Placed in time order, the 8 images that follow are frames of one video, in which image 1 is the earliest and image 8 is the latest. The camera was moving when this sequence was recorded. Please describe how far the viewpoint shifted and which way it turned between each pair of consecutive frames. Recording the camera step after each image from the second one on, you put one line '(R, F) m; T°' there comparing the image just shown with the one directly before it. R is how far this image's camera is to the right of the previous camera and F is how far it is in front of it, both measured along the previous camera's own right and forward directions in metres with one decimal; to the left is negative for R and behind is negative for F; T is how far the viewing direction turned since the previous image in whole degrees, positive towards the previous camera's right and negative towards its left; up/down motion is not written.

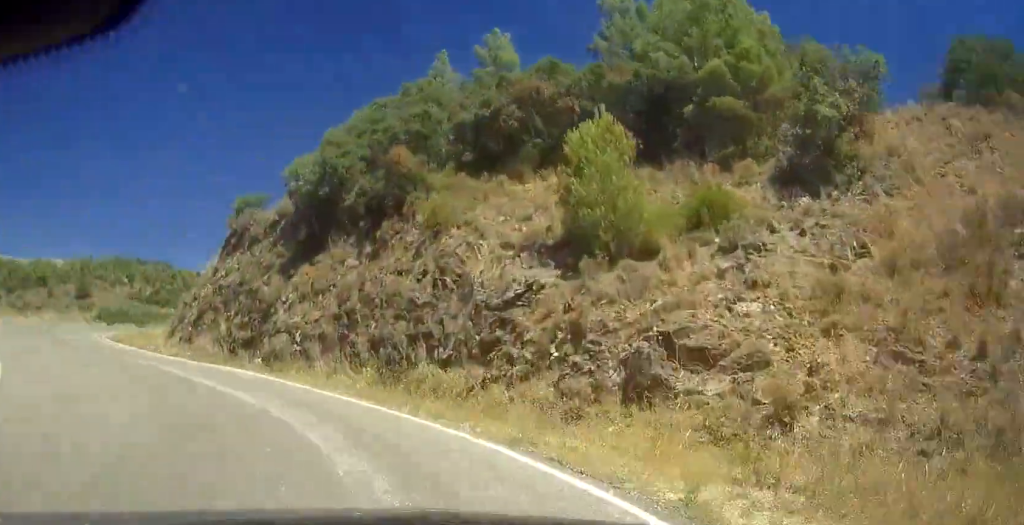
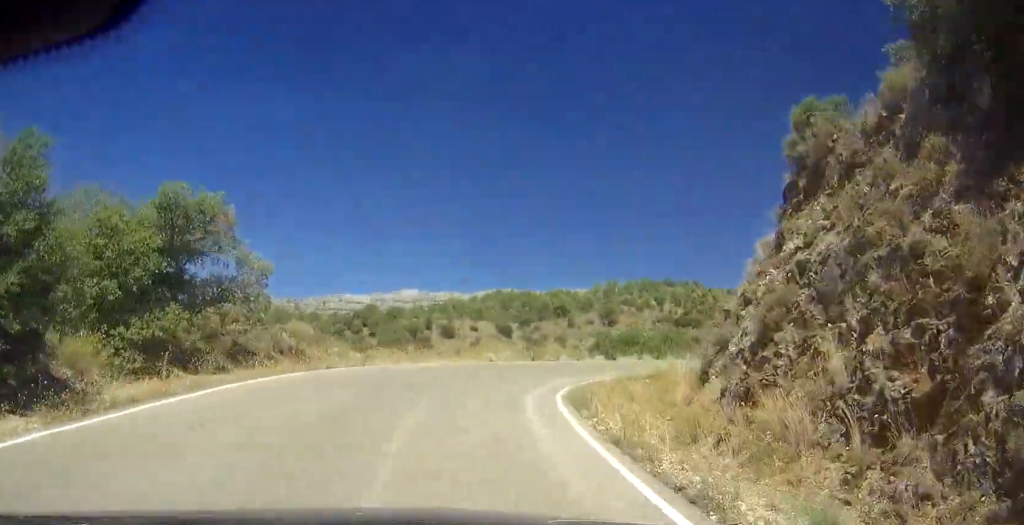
(-8.8, +15.8) m; +3°
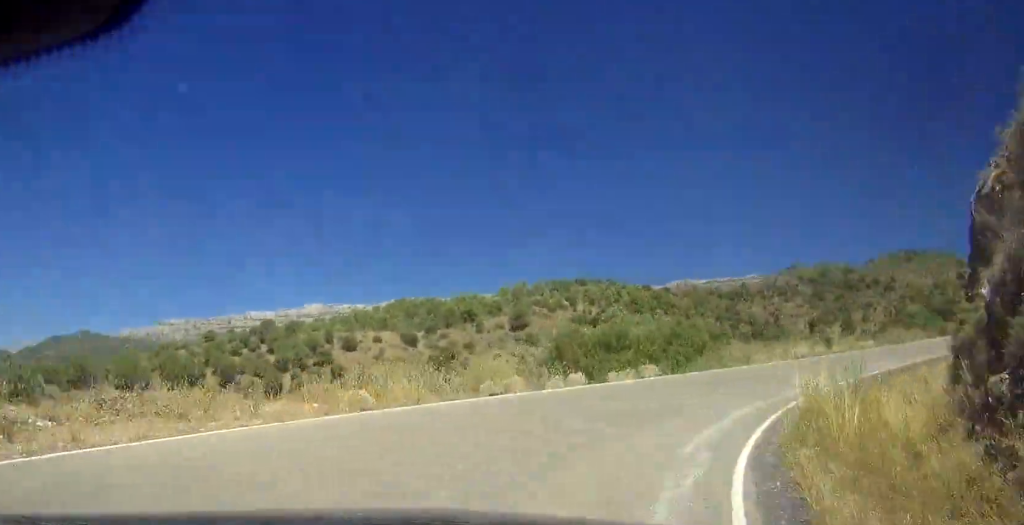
(-2.7, +13.4) m; +10°
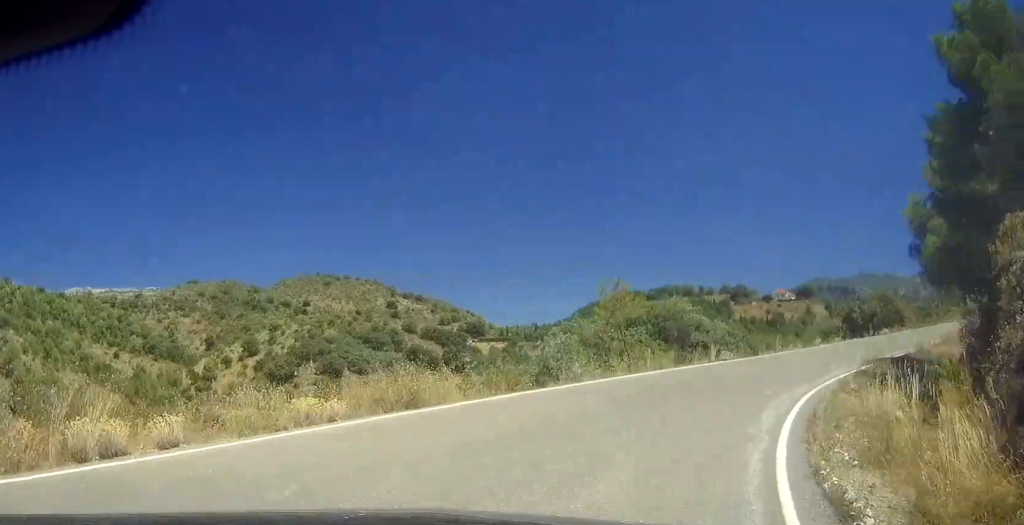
(+7.8, +17.9) m; +29°
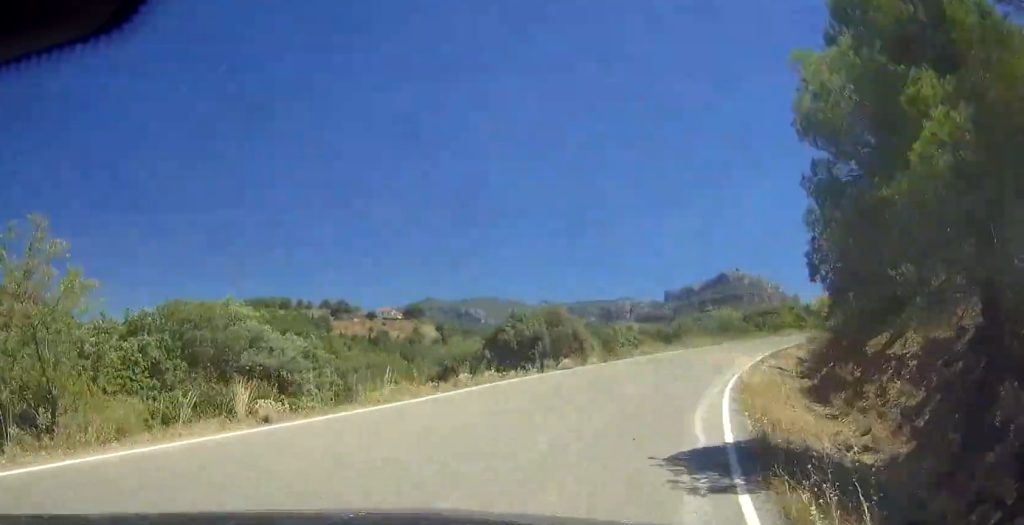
(+1.5, +14.0) m; +18°
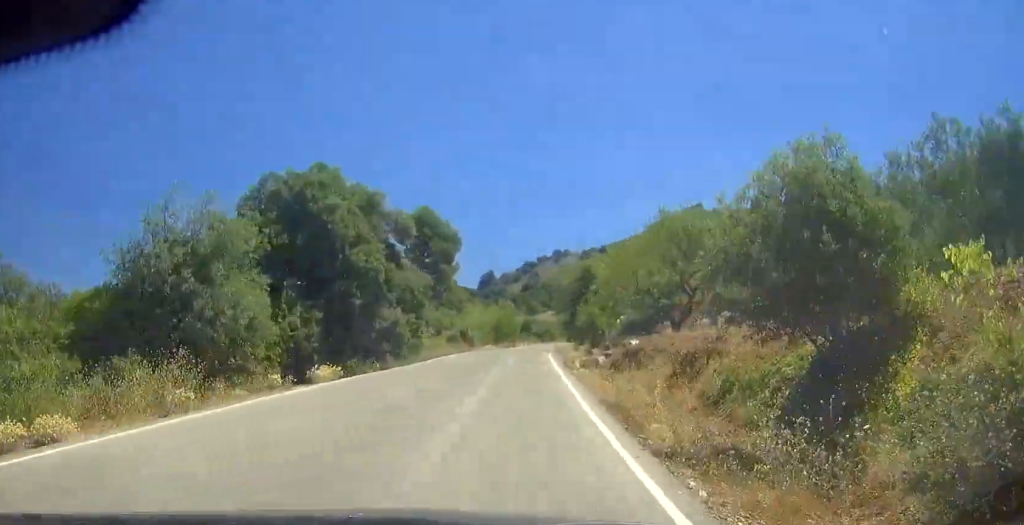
(+24.8, +65.6) m; +27°
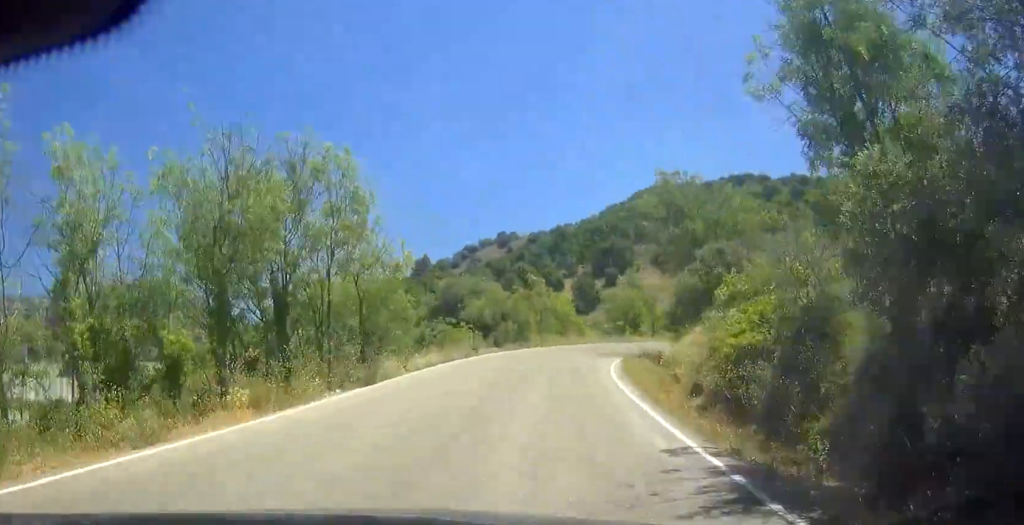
(+5.6, +73.0) m; +12°
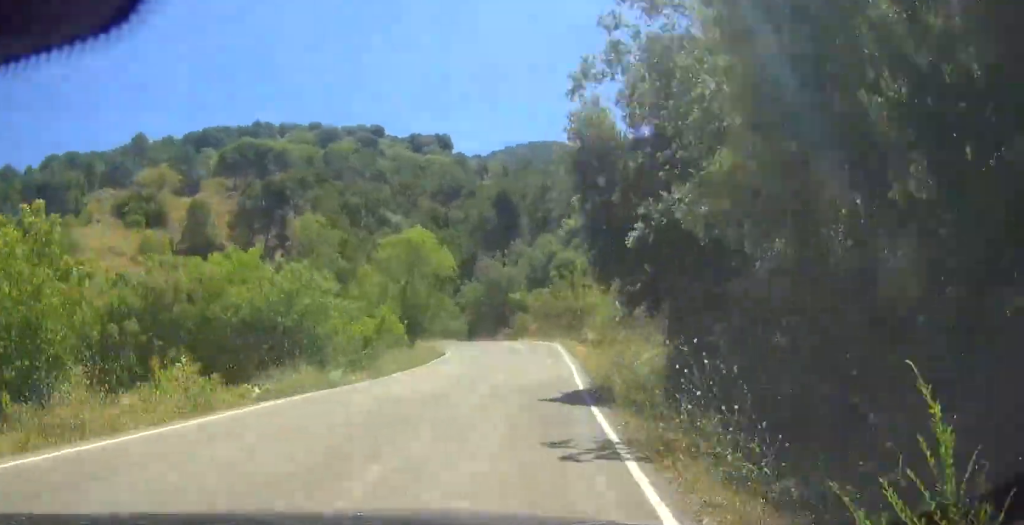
(+20.3, +78.7) m; +21°
